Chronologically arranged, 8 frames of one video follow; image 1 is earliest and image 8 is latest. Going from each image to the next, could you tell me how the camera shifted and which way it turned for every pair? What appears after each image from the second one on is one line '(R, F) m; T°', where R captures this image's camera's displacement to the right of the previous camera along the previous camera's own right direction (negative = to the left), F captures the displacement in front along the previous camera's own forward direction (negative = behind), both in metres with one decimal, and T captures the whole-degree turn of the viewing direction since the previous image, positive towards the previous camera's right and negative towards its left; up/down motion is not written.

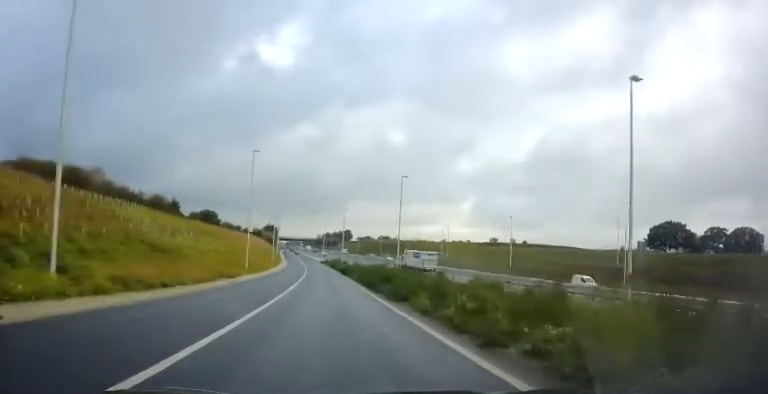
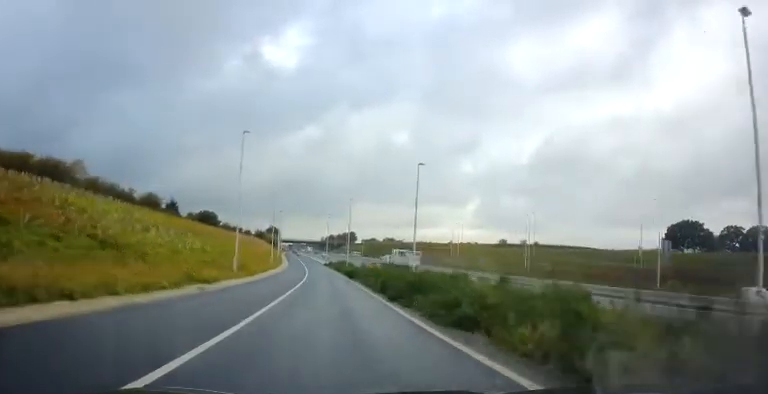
(-0.2, +8.0) m; -1°
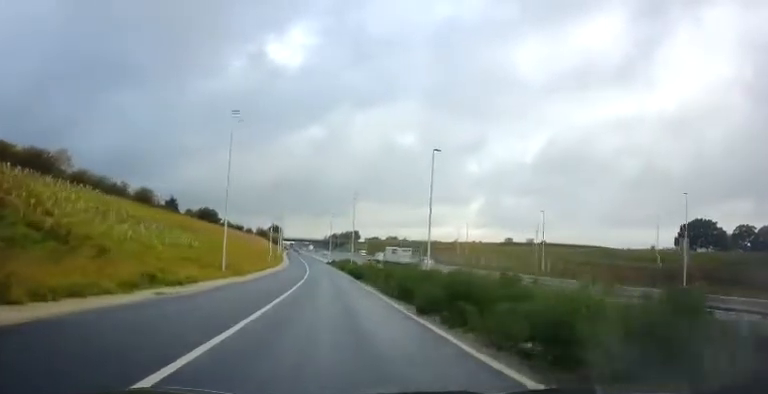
(-0.1, +5.4) m; -1°
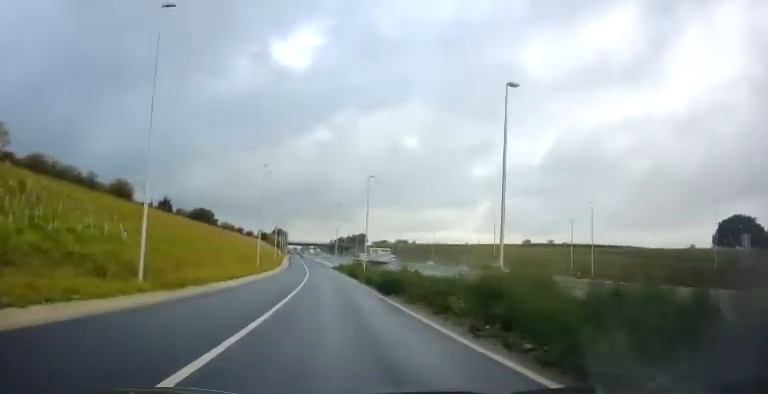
(0.0, +16.5) m; -1°
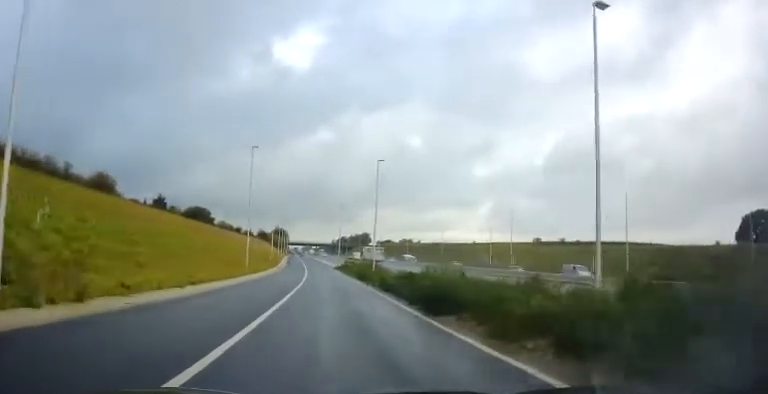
(-0.2, +9.4) m; 0°
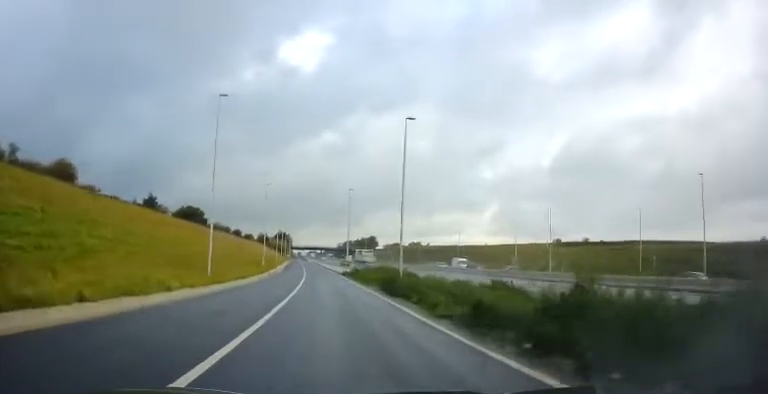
(0.0, +16.1) m; 0°
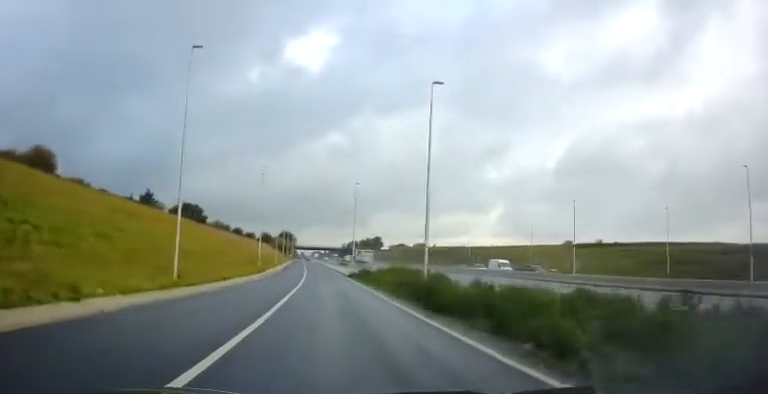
(0.0, +7.5) m; 0°
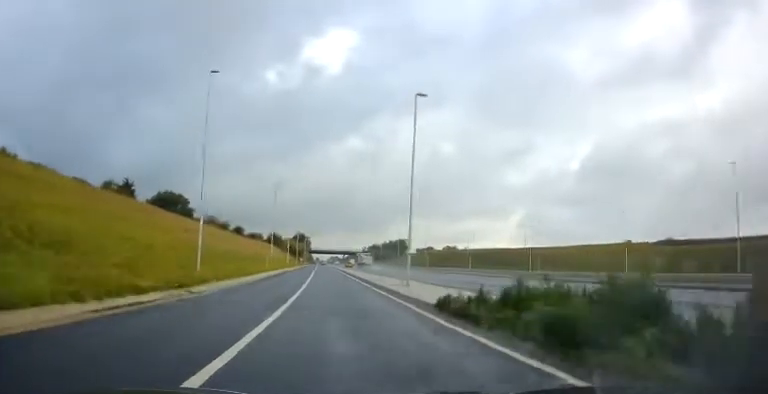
(-1.3, +33.7) m; -3°
